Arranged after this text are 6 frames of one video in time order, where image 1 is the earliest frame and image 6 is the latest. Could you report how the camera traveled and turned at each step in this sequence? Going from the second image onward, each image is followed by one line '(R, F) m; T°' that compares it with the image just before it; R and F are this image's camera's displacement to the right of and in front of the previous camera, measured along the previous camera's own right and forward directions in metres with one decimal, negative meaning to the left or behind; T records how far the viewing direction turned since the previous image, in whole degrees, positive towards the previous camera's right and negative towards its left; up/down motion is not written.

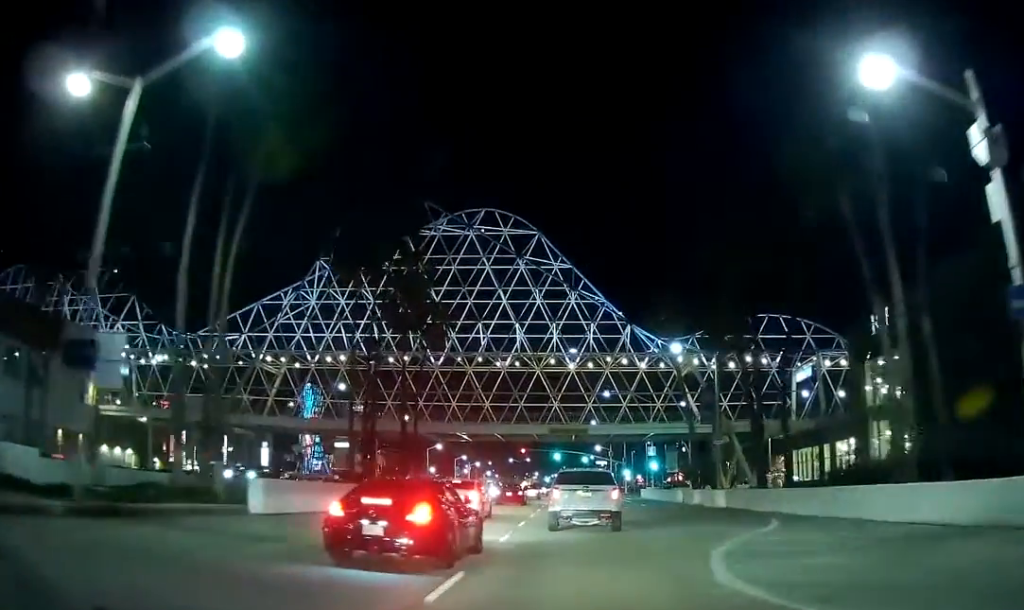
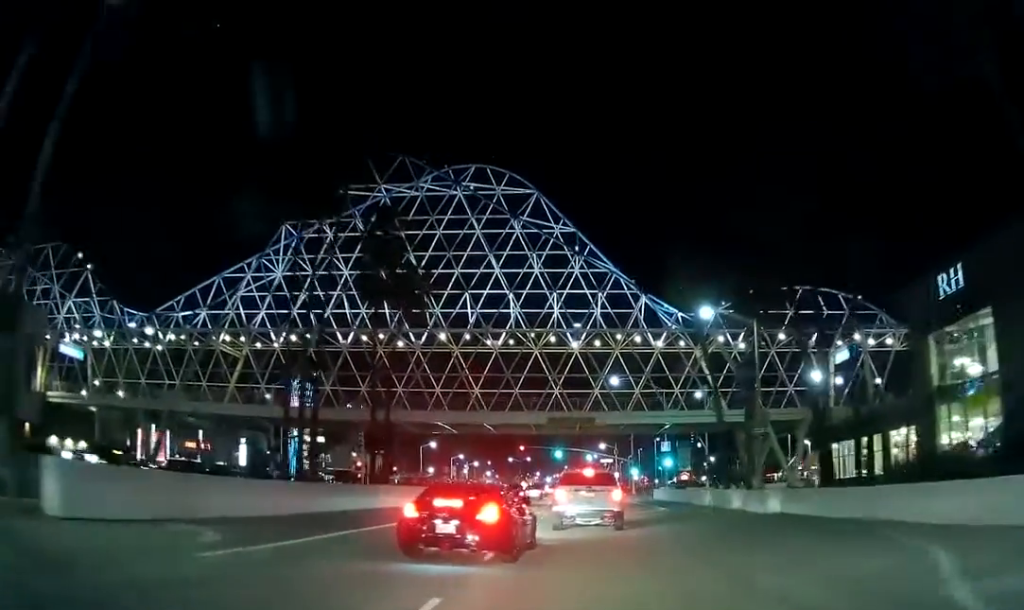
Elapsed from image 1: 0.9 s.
(+0.1, +9.6) m; 0°
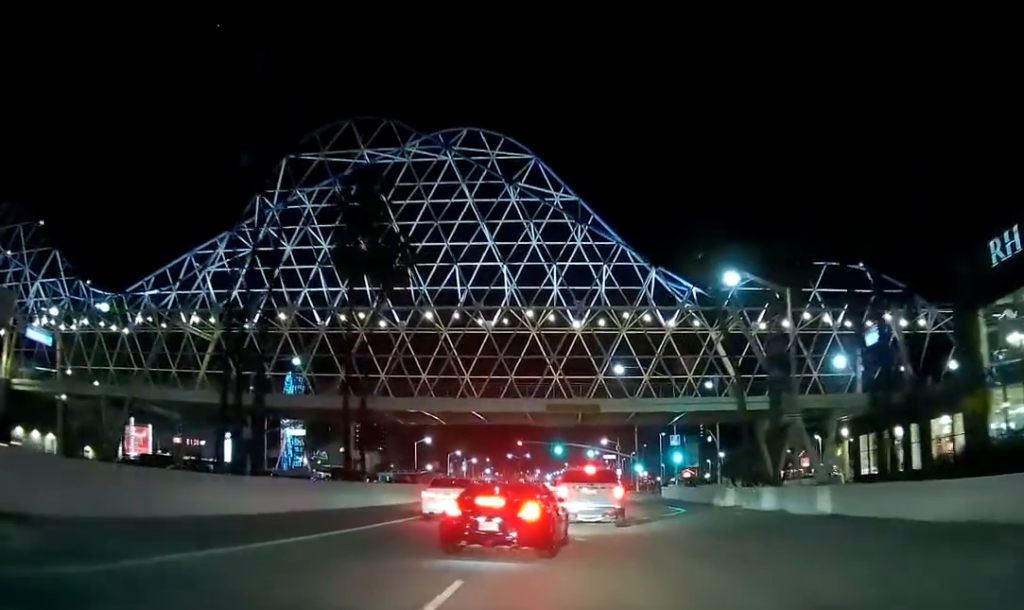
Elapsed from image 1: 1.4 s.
(-0.3, +6.2) m; +1°
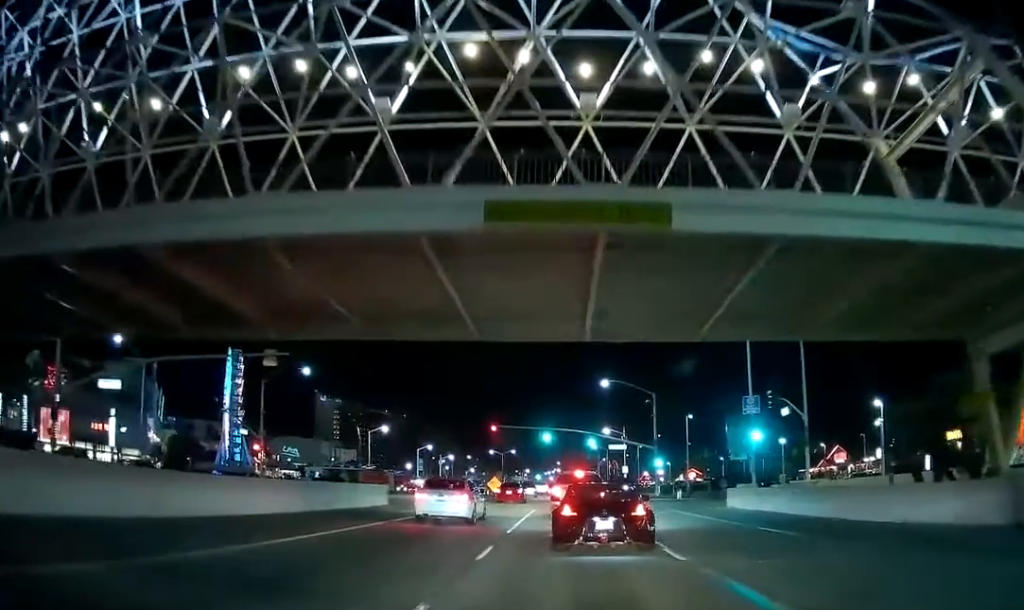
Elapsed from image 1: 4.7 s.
(+0.1, +31.6) m; -1°
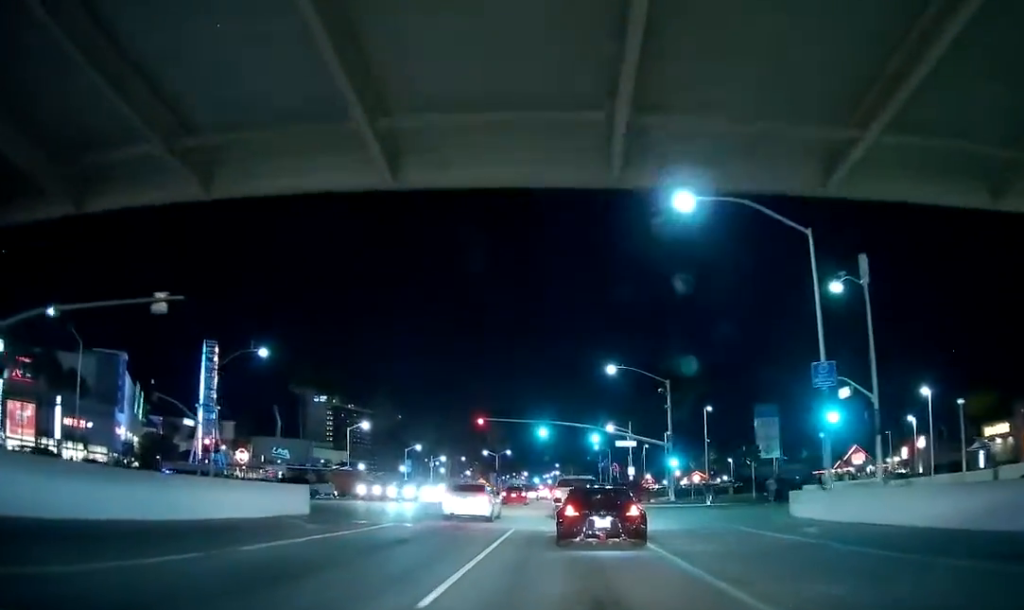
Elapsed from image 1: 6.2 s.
(+0.2, +11.9) m; +1°
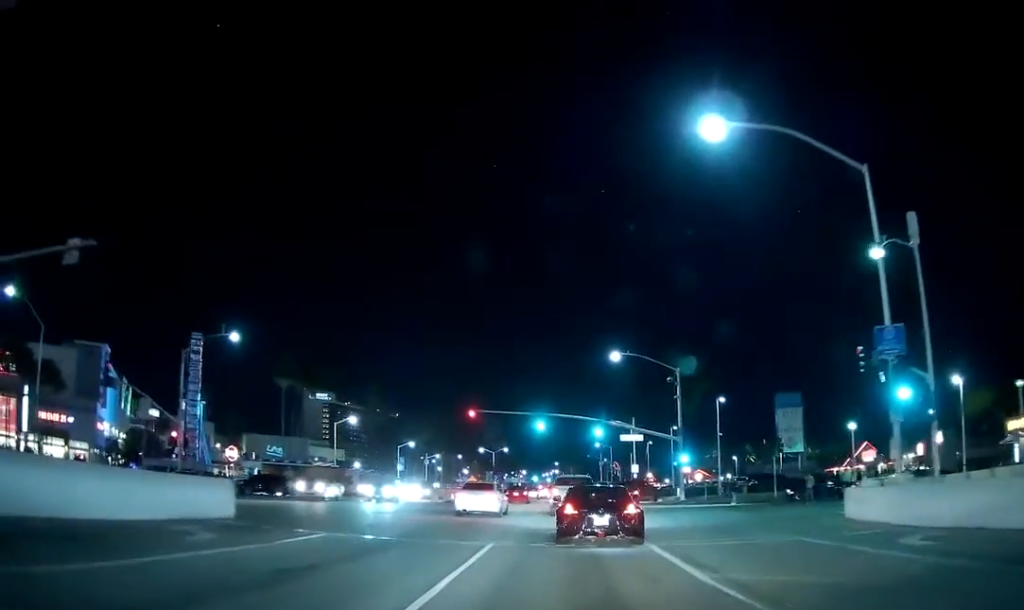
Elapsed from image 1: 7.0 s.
(0.0, +6.2) m; -1°
